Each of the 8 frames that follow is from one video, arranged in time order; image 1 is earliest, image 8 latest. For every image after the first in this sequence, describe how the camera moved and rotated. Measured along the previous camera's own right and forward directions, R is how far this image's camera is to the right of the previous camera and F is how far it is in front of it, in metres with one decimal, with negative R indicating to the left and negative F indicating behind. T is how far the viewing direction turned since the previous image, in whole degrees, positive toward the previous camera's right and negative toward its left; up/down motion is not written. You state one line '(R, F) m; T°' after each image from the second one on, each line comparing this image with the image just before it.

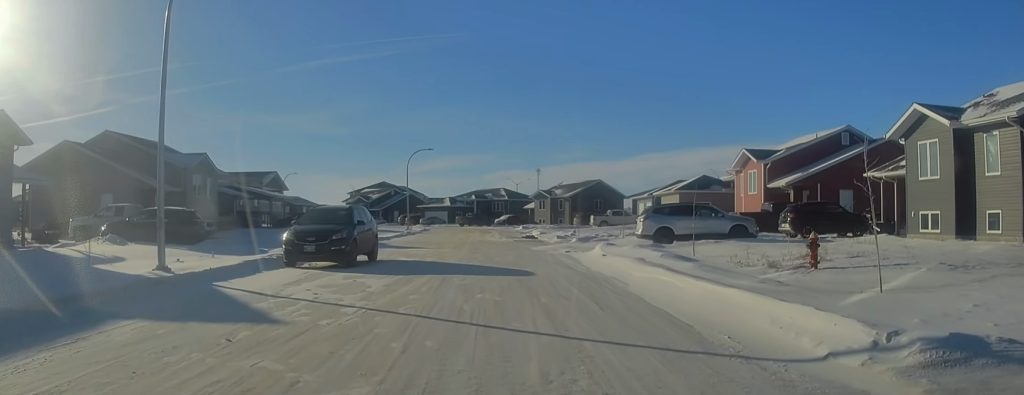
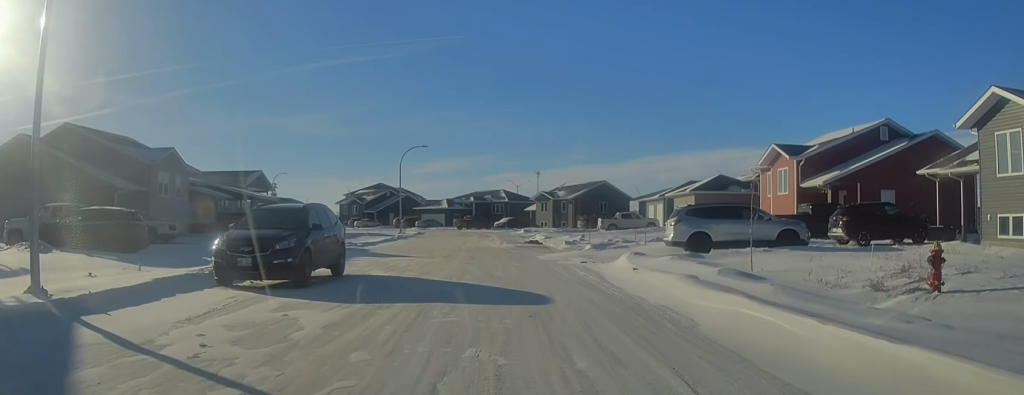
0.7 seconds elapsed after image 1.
(0.0, +5.3) m; 0°
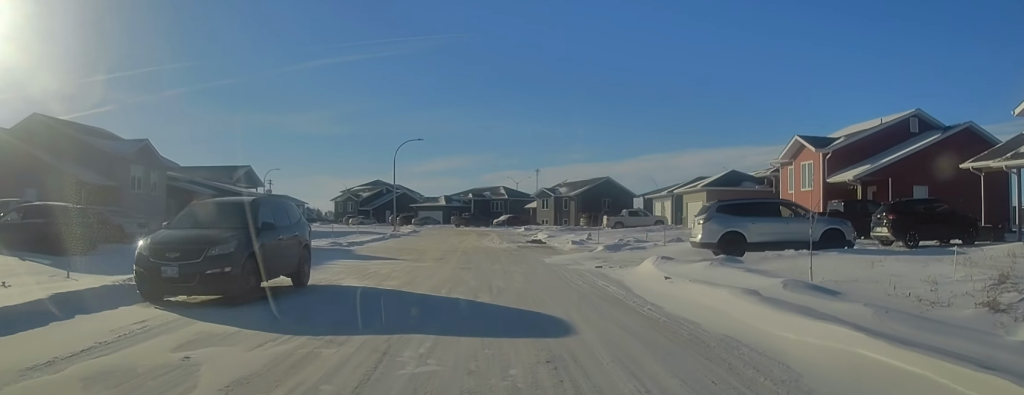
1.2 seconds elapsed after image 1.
(0.0, +3.6) m; 0°
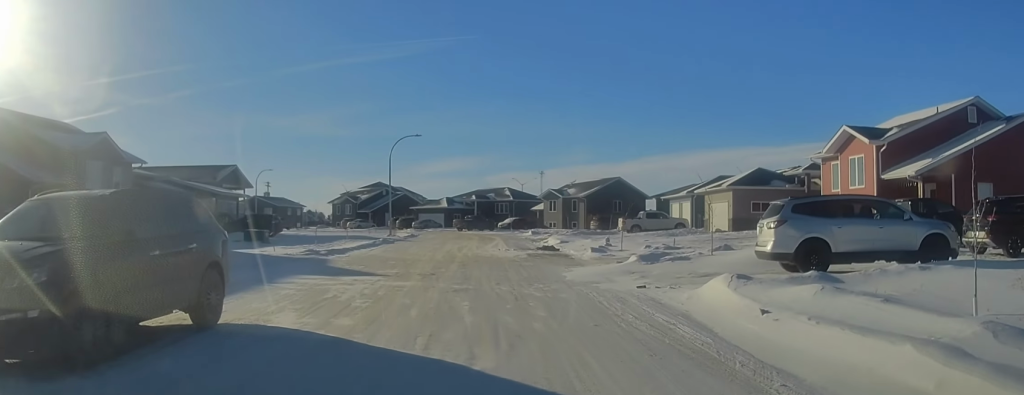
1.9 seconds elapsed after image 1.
(0.0, +5.4) m; 0°
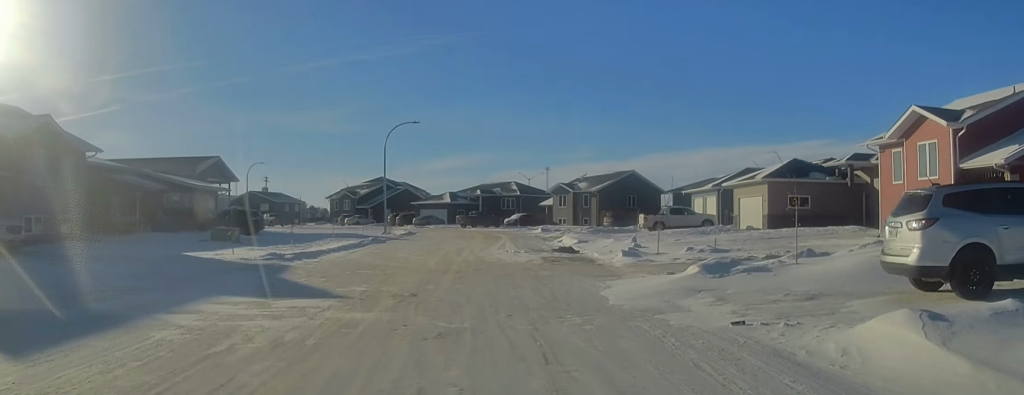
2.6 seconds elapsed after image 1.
(0.0, +5.7) m; 0°
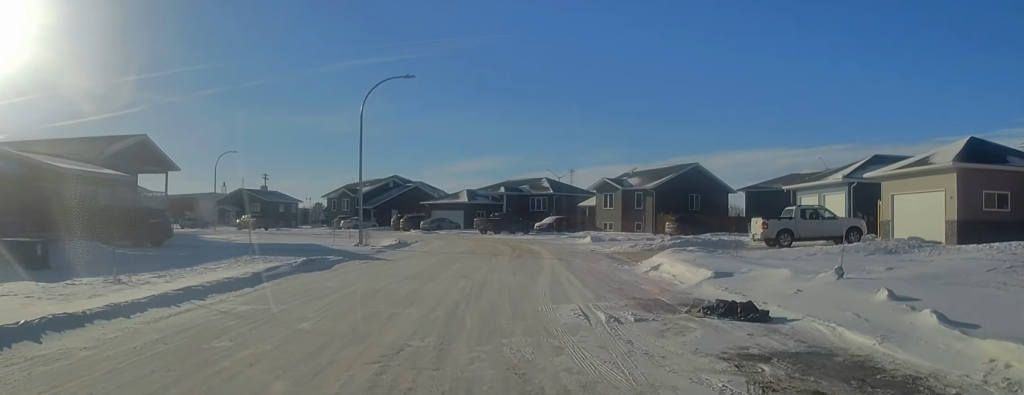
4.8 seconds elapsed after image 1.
(0.0, +18.1) m; 0°
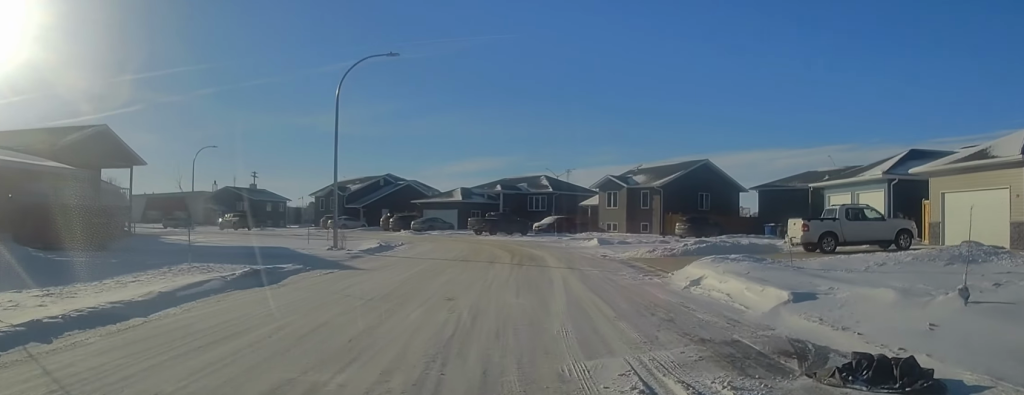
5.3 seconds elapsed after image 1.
(0.0, +4.8) m; 0°
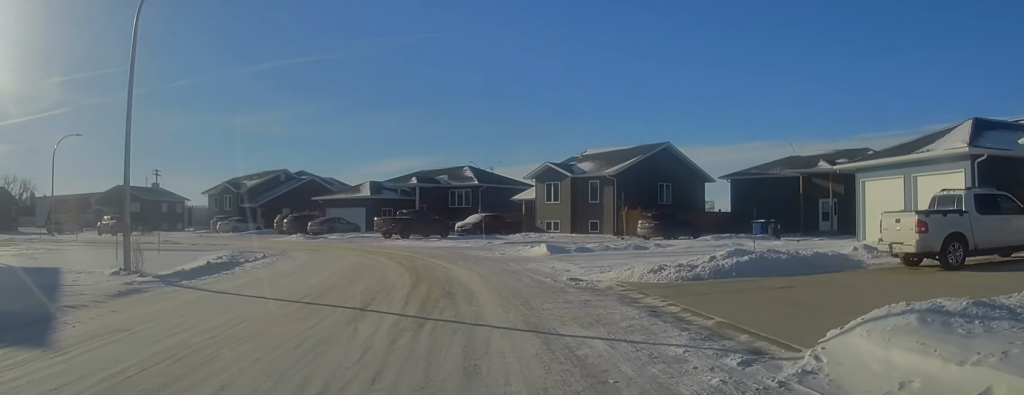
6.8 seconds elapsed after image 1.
(0.0, +12.3) m; 0°
